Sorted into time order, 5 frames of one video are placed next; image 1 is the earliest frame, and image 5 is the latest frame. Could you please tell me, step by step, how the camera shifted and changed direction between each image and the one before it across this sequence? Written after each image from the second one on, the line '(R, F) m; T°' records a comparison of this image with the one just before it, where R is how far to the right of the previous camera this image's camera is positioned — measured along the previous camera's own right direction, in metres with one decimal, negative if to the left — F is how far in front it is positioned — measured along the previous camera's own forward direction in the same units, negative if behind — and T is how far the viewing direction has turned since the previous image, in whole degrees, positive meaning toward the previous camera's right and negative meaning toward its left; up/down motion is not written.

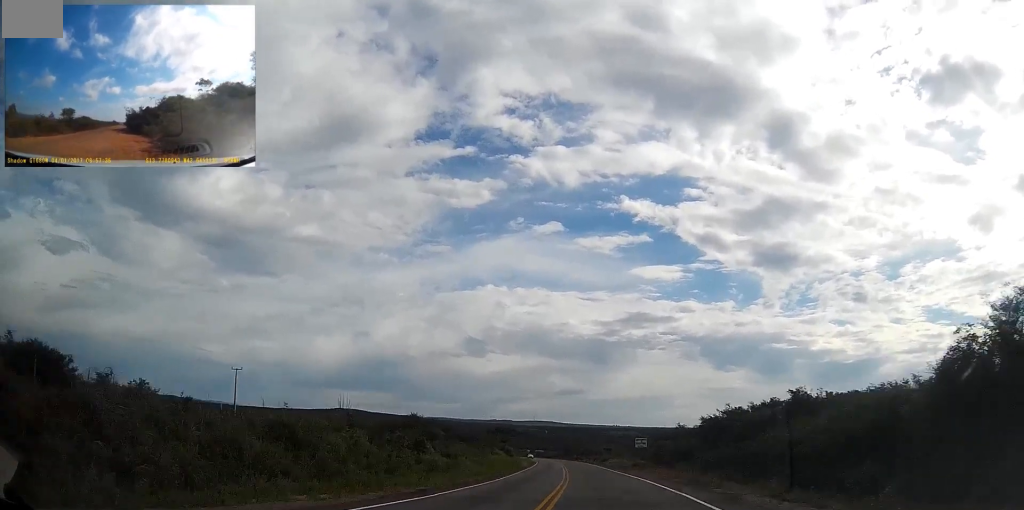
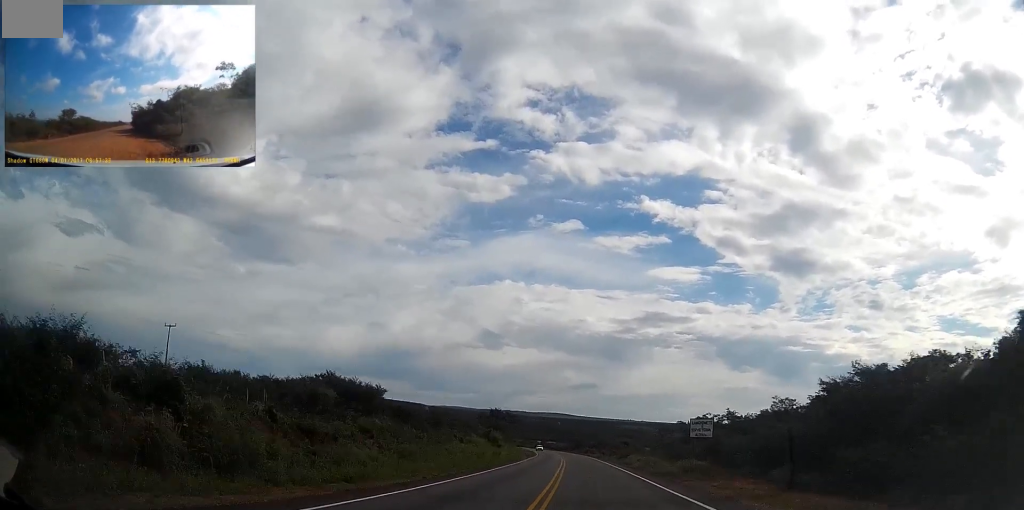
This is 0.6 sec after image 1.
(-0.2, +24.3) m; -1°
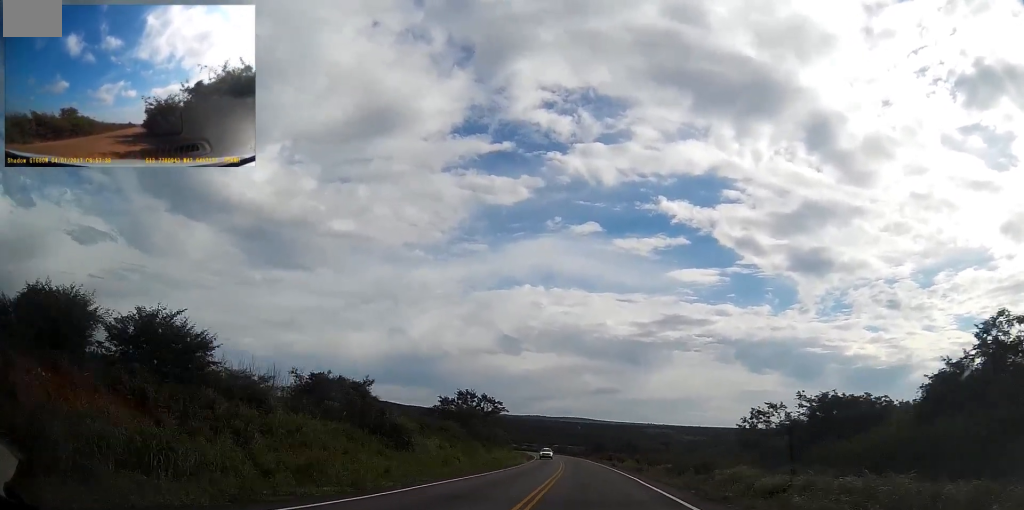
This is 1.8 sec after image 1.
(-0.6, +42.5) m; -2°
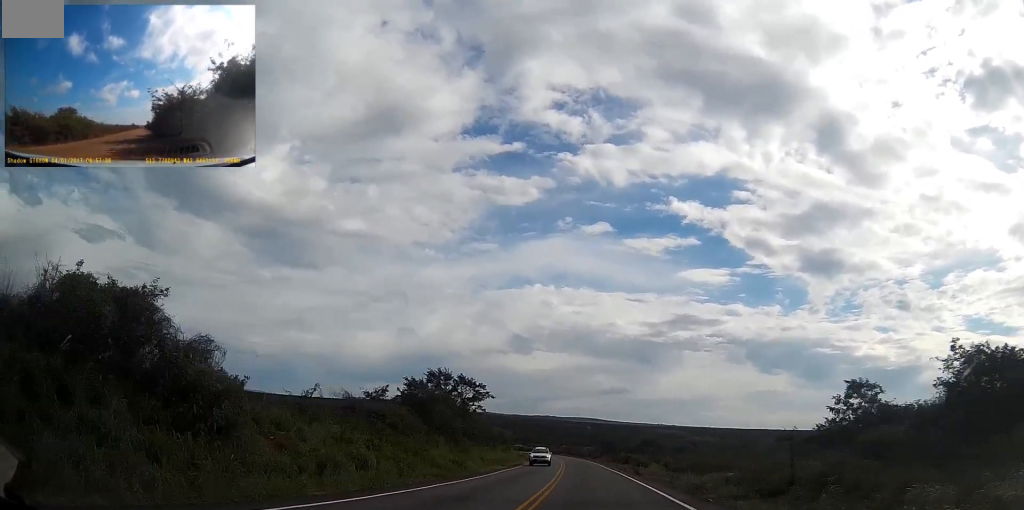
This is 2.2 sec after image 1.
(-0.1, +16.6) m; -1°
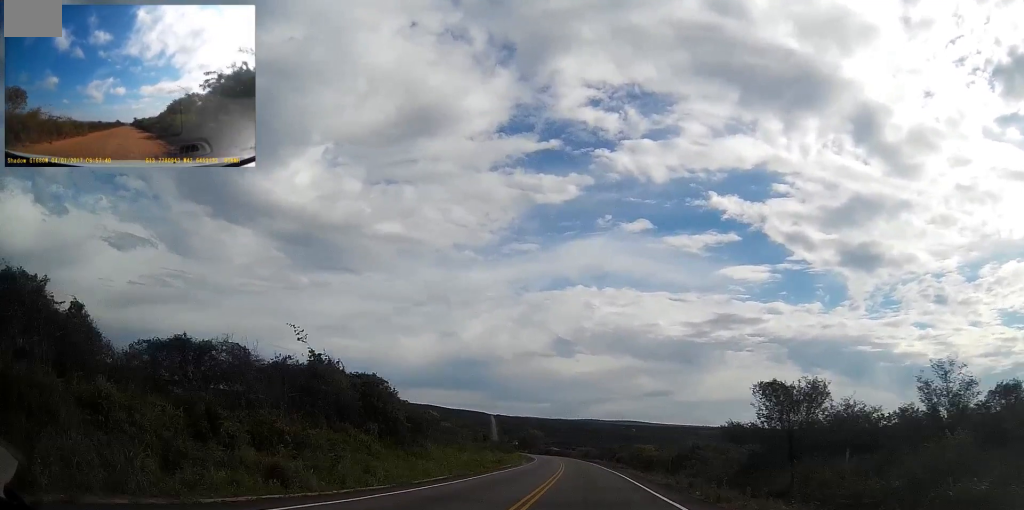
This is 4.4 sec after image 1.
(-2.8, +84.5) m; -4°
